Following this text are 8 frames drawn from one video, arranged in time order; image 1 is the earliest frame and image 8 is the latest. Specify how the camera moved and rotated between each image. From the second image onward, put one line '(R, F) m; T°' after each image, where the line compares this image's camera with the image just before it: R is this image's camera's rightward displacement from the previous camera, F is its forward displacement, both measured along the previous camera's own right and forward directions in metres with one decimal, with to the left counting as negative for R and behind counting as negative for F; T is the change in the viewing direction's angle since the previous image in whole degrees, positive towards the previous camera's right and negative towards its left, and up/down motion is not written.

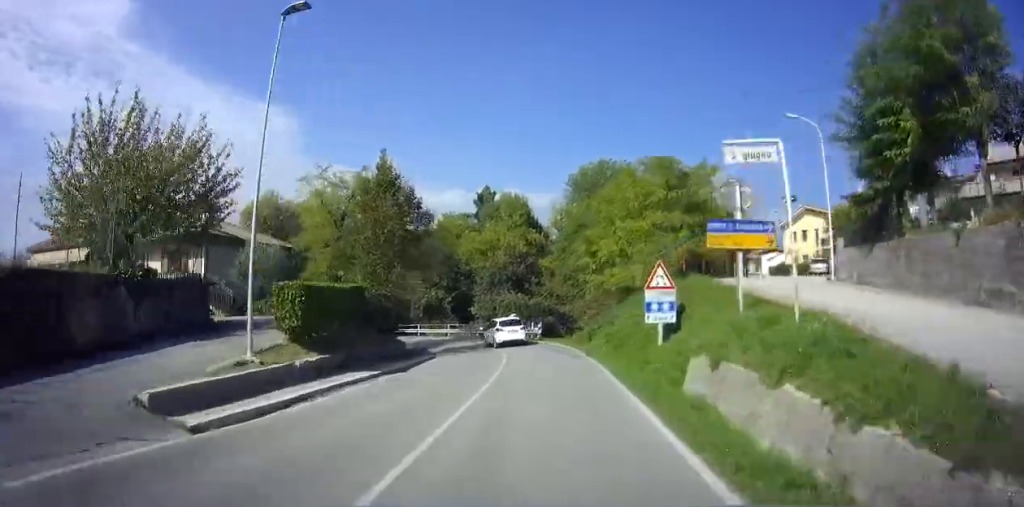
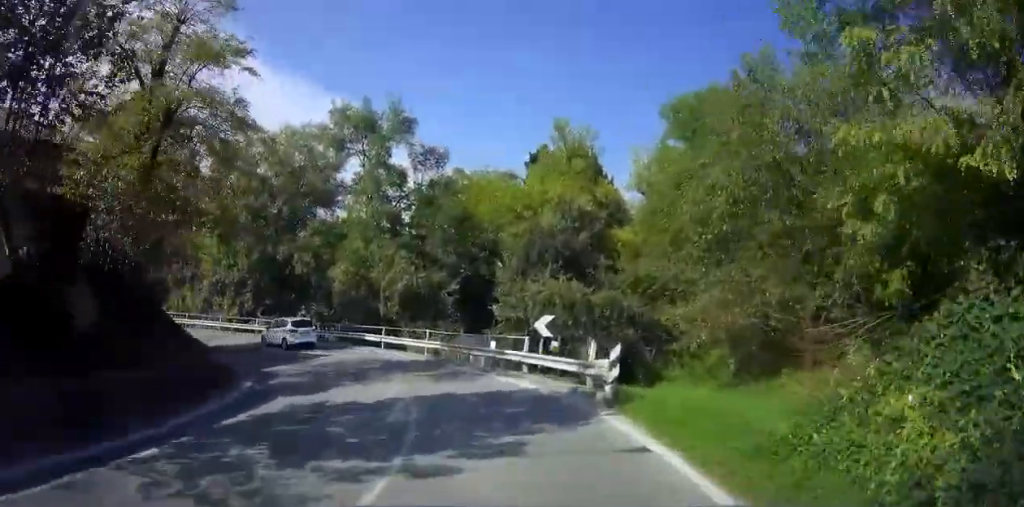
(0.0, +21.9) m; 0°
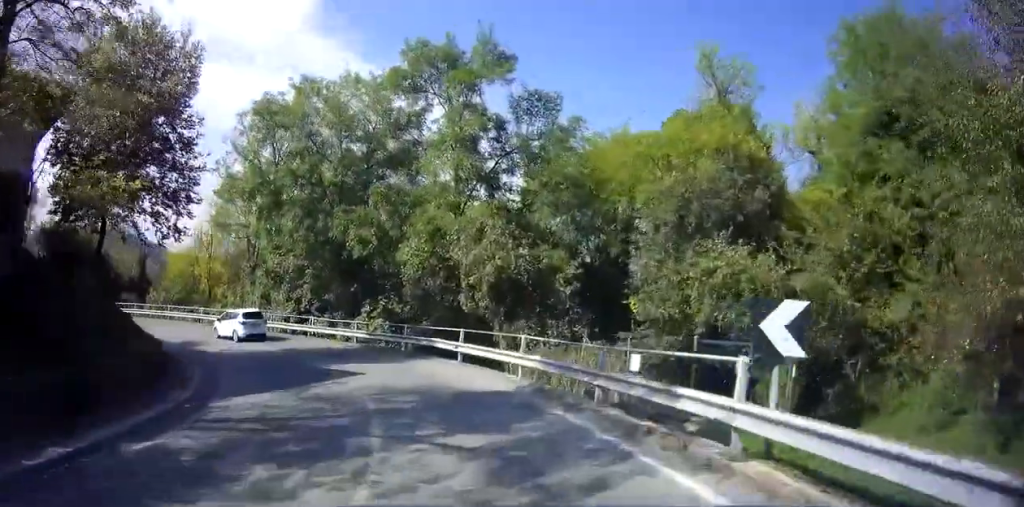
(0.0, +9.9) m; 0°
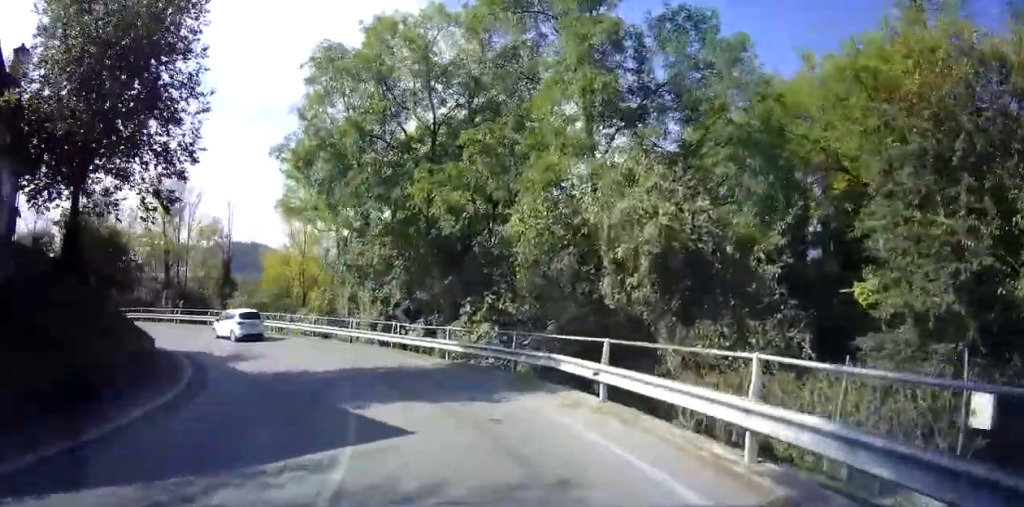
(0.0, +7.7) m; -12°
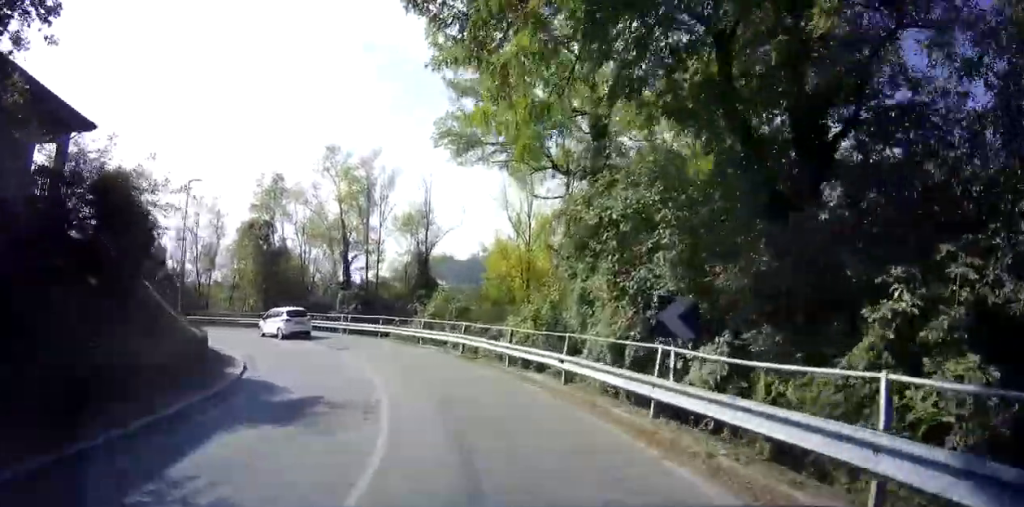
(-2.9, +11.1) m; -33°
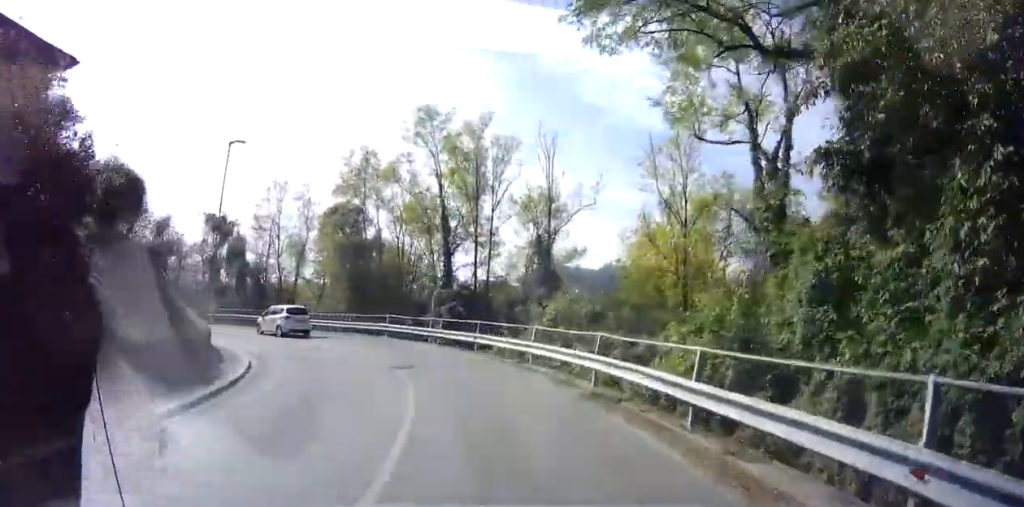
(-1.6, +7.5) m; -17°
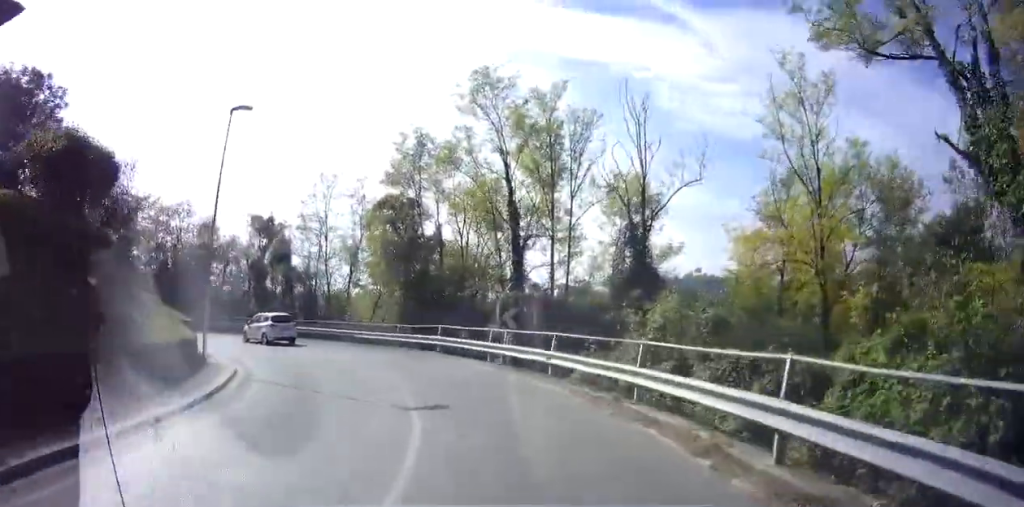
(-0.3, +5.1) m; -10°
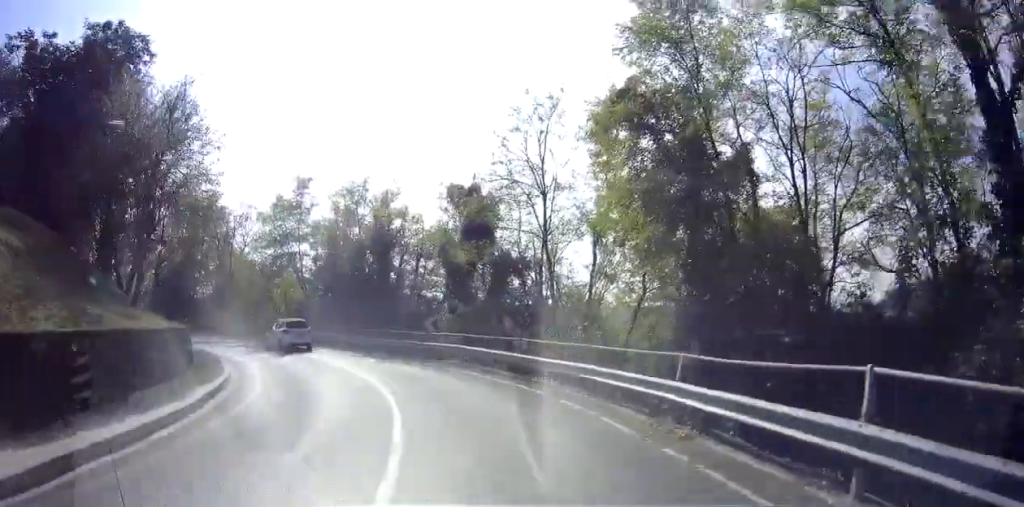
(-4.5, +13.1) m; -36°
